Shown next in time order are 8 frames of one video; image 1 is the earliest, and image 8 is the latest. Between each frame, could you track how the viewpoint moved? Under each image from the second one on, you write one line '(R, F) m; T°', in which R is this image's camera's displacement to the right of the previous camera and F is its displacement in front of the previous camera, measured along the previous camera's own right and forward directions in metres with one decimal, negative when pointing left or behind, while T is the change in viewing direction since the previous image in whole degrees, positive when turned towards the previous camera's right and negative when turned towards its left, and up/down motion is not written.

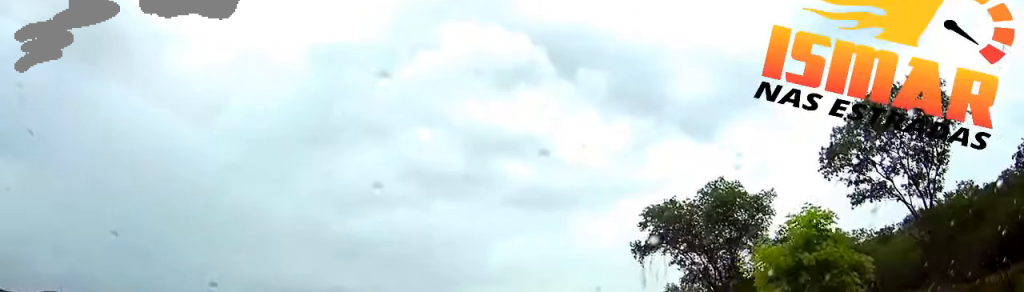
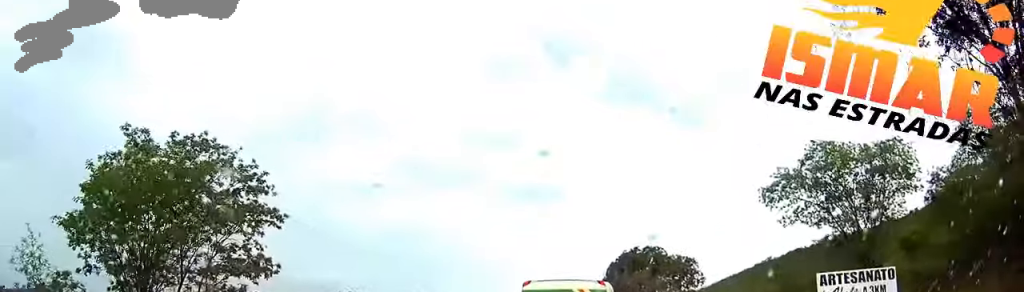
(-0.1, +46.2) m; +1°
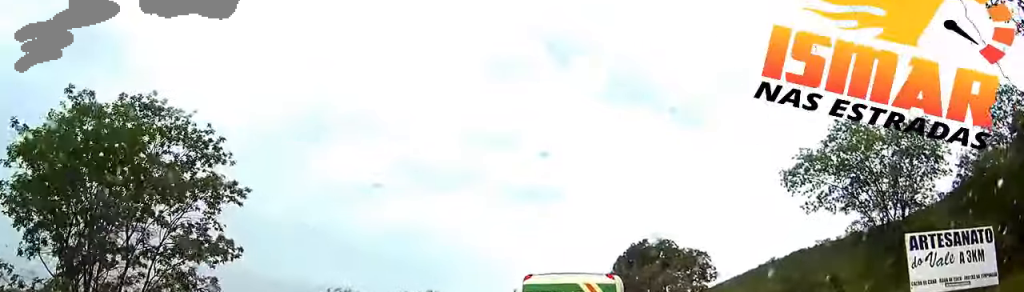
(+0.1, +4.1) m; 0°
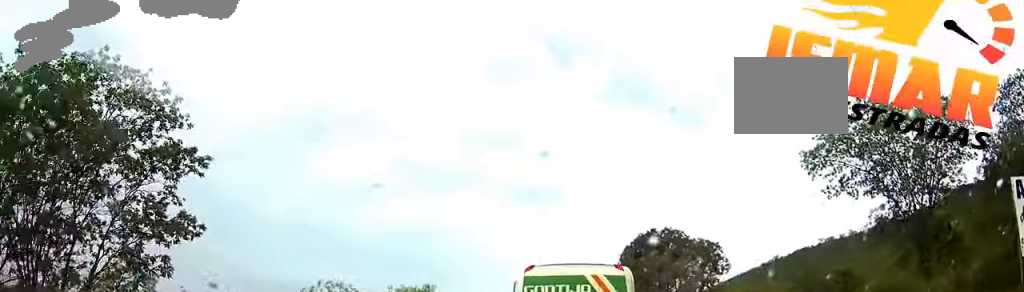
(+0.1, +3.5) m; 0°
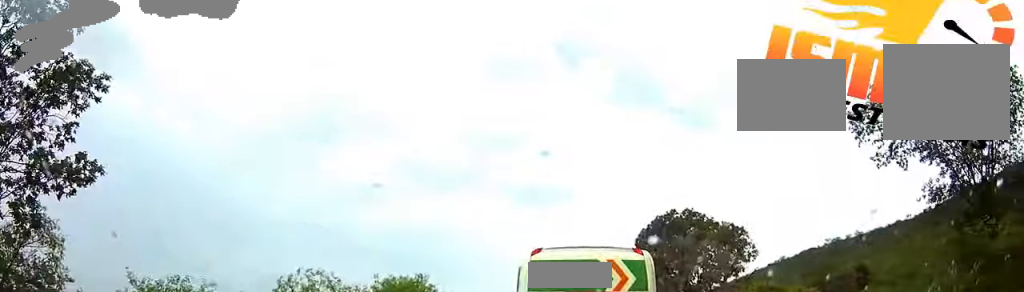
(-0.1, +6.5) m; -1°
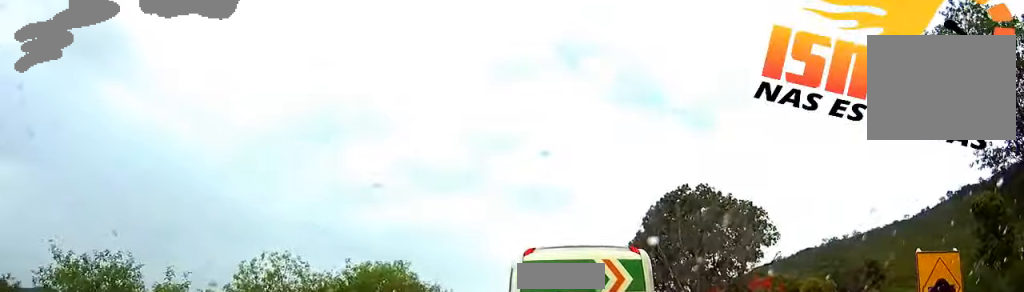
(0.0, +6.3) m; -1°
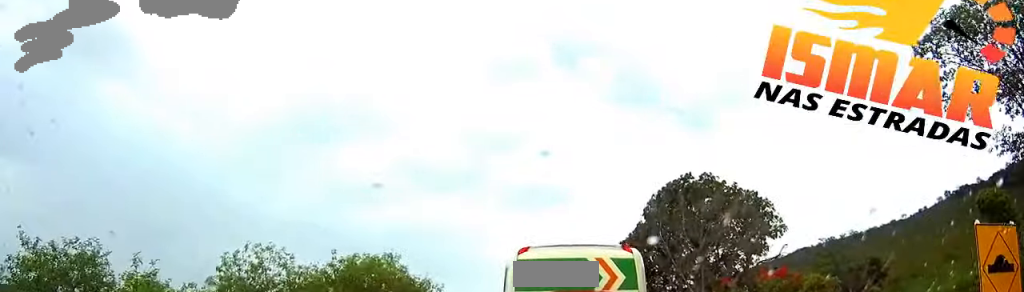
(0.0, +2.0) m; 0°
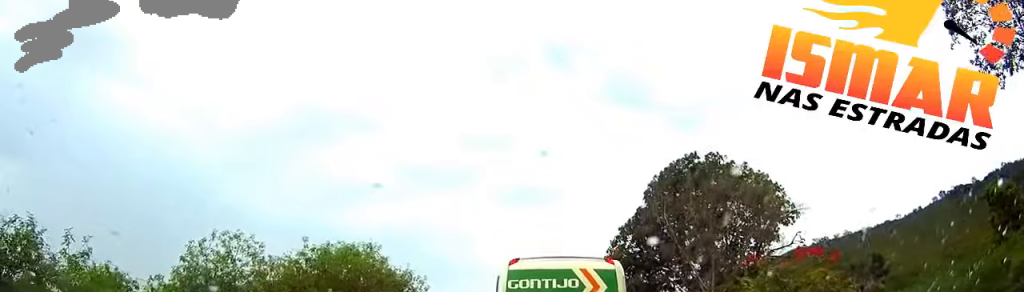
(0.0, +3.8) m; 0°
